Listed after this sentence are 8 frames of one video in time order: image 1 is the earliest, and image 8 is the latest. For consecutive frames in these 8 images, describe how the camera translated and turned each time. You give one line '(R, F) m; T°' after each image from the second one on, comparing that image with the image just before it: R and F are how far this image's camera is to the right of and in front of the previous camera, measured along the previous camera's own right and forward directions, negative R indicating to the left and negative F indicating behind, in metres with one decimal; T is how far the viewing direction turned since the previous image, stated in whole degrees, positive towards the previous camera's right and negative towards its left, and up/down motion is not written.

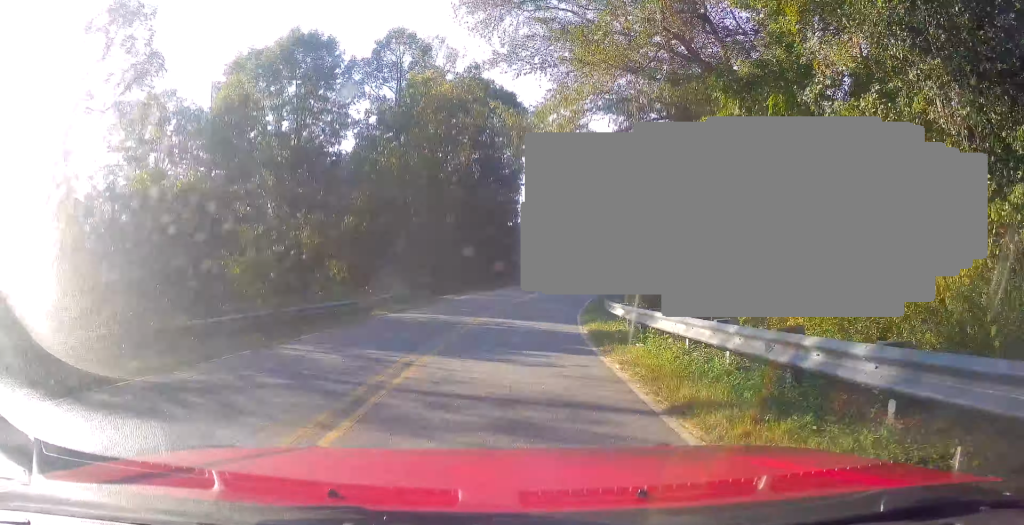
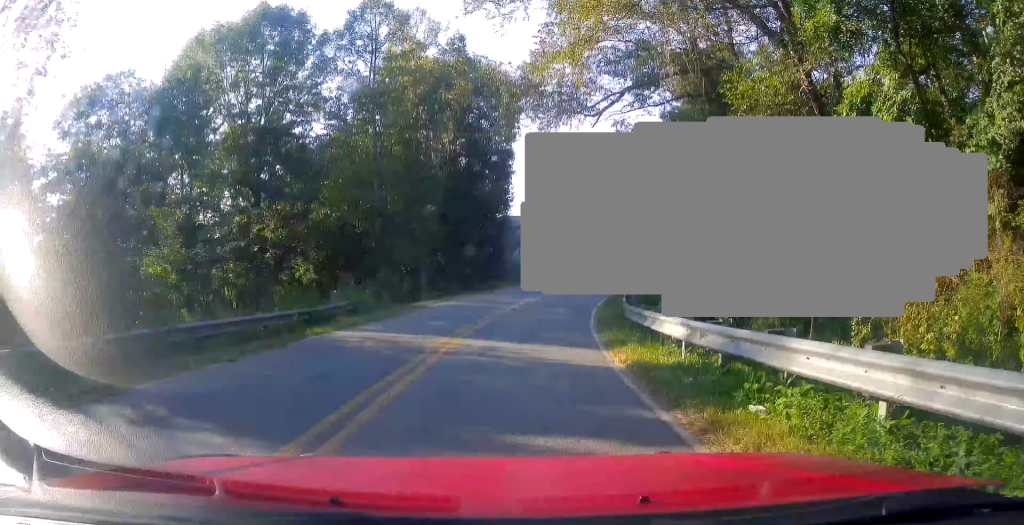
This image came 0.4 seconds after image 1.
(+0.1, +5.9) m; +2°
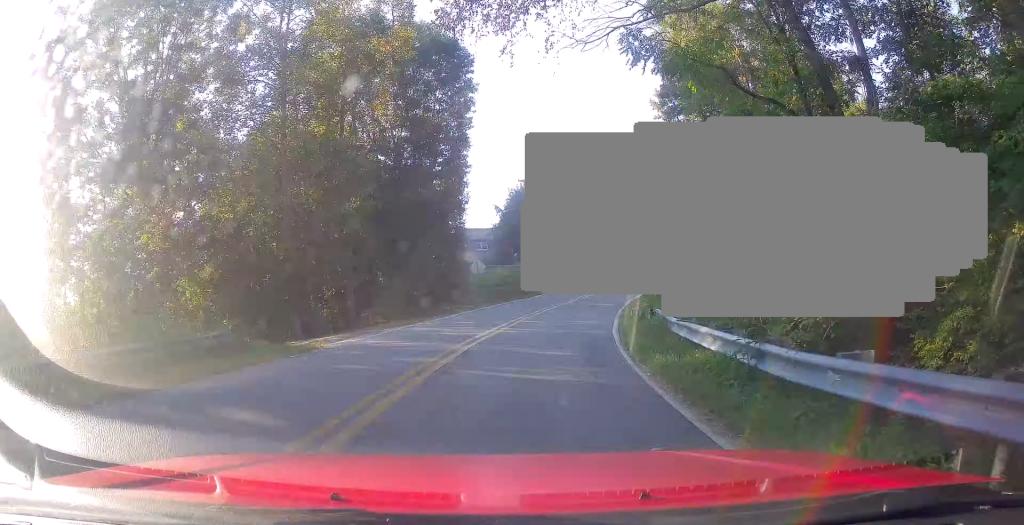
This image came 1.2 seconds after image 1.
(+0.8, +10.9) m; +4°
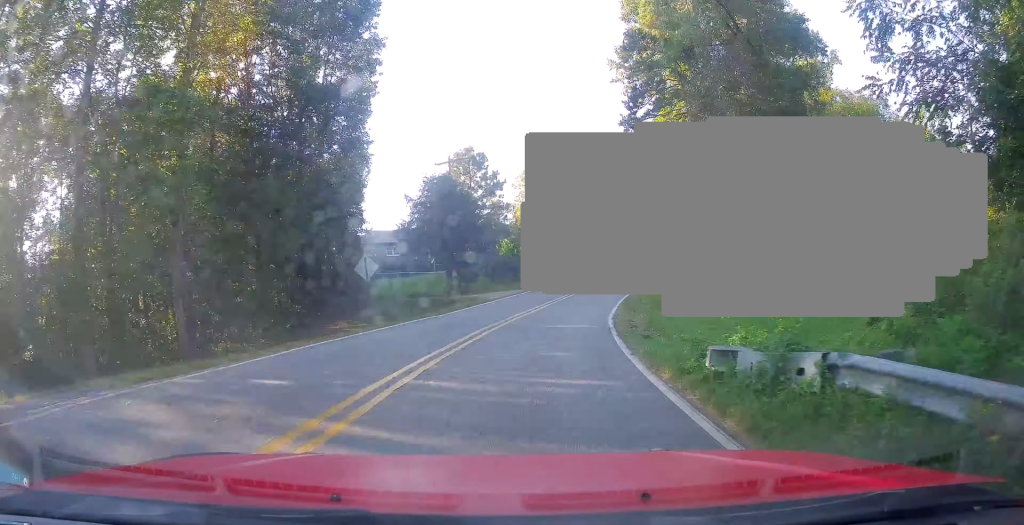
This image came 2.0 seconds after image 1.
(0.0, +11.7) m; +4°
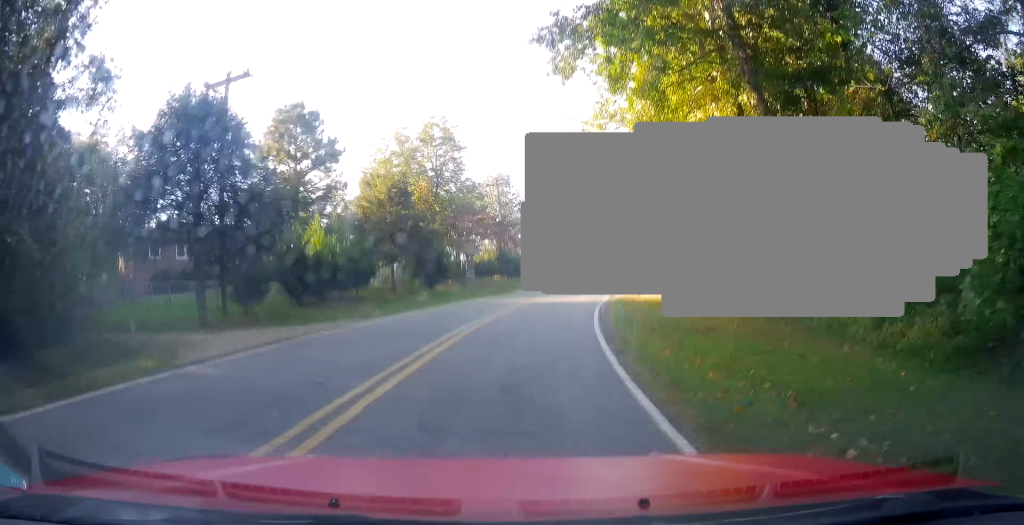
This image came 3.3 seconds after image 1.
(+2.2, +20.6) m; +14°
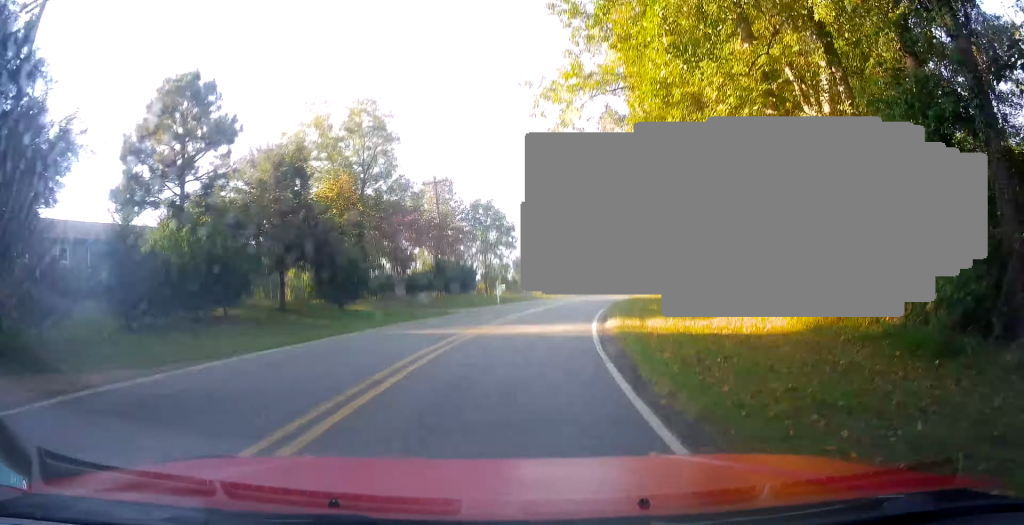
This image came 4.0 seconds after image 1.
(+0.9, +9.6) m; +5°
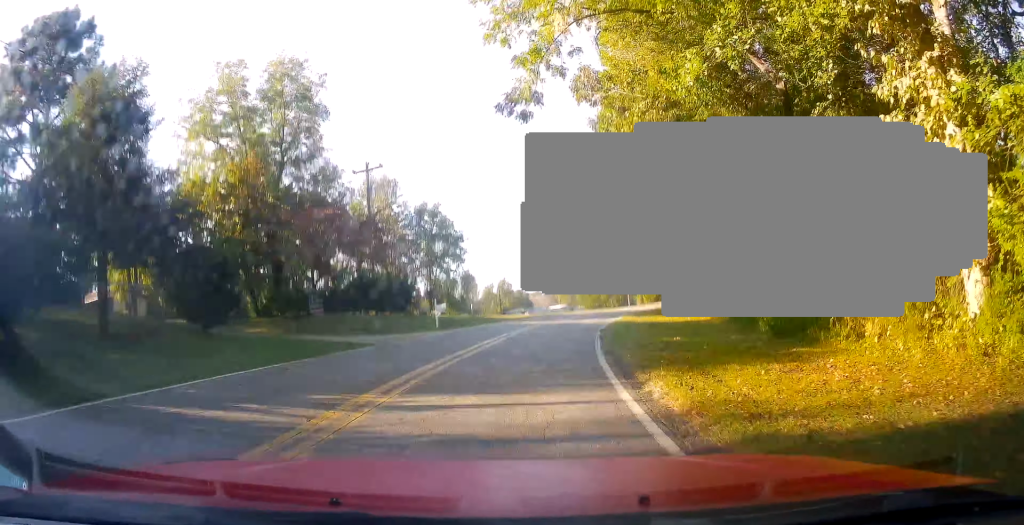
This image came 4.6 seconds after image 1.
(+0.4, +9.7) m; +5°
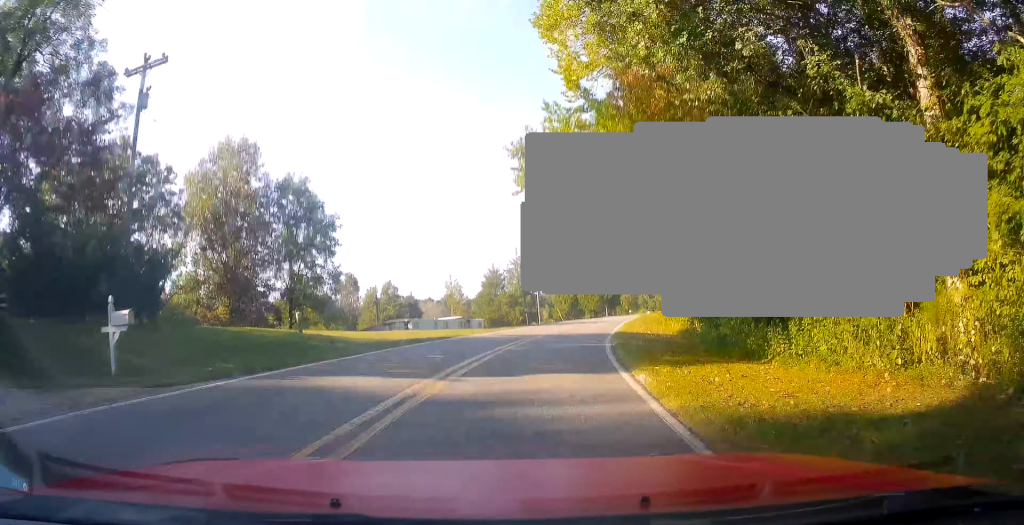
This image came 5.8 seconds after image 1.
(+1.4, +19.0) m; +10°
